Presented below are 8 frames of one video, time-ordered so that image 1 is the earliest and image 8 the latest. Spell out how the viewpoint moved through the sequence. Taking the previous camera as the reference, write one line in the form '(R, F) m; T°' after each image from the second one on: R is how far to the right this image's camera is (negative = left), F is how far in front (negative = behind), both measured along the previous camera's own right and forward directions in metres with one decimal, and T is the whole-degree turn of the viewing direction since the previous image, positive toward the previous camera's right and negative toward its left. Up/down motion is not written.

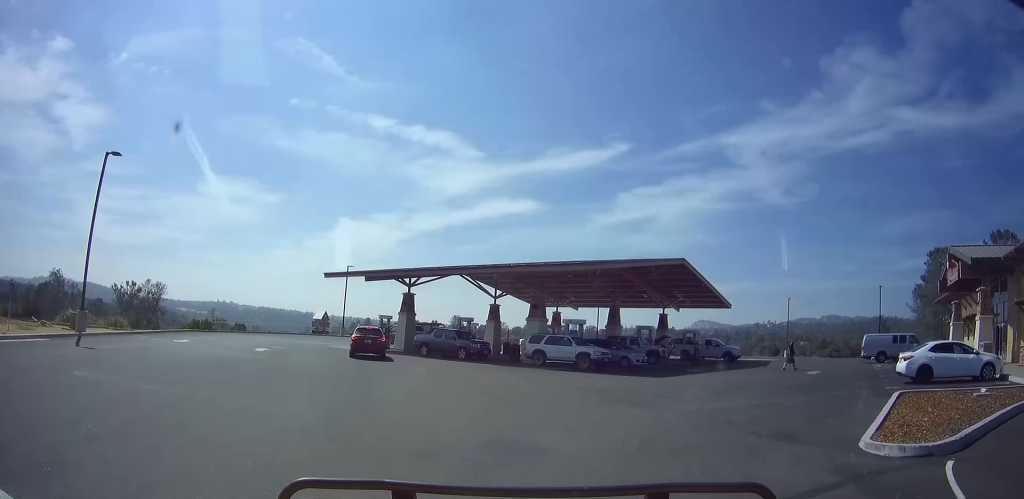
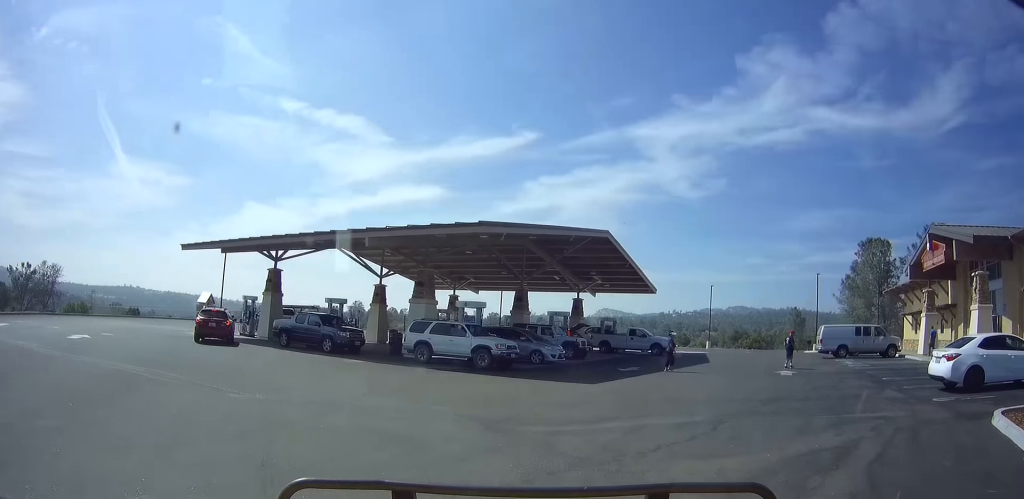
(+0.7, +7.0) m; +9°
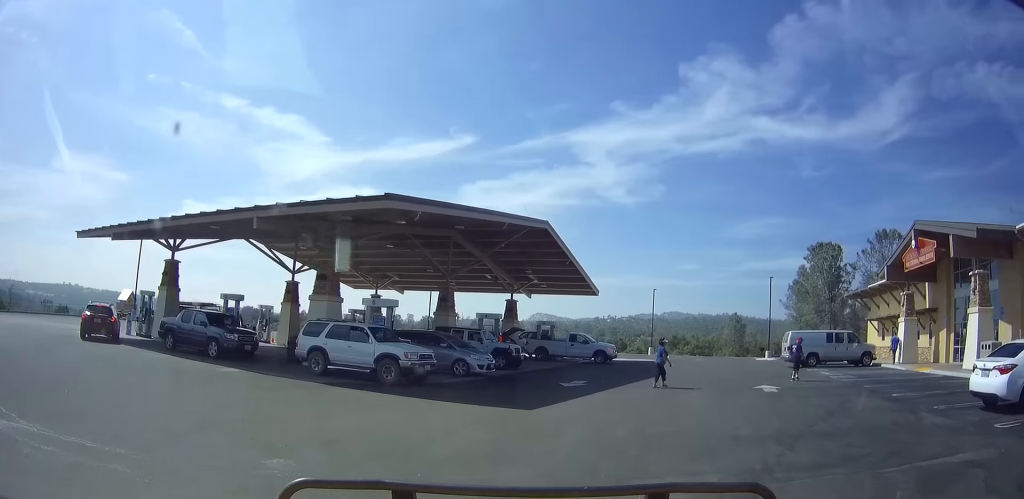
(+0.2, +4.3) m; +12°
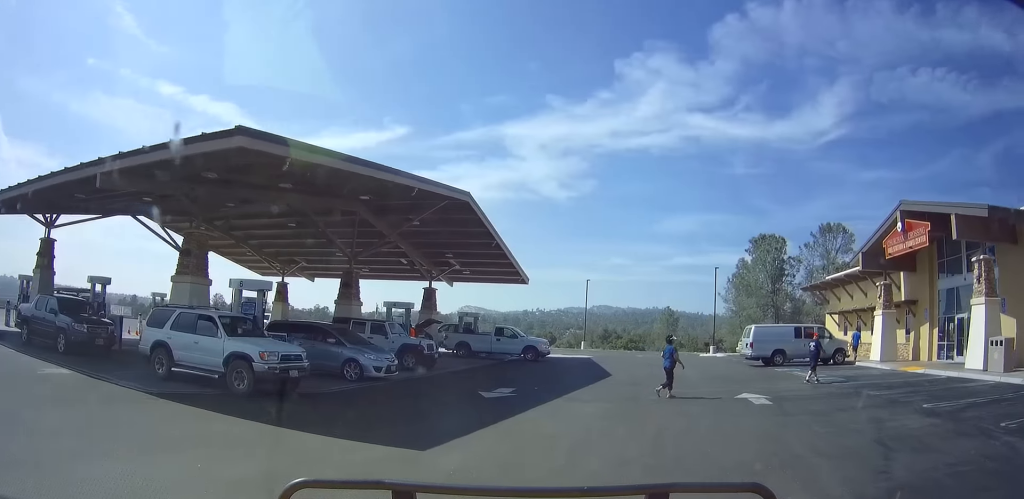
(+0.8, +4.3) m; +9°
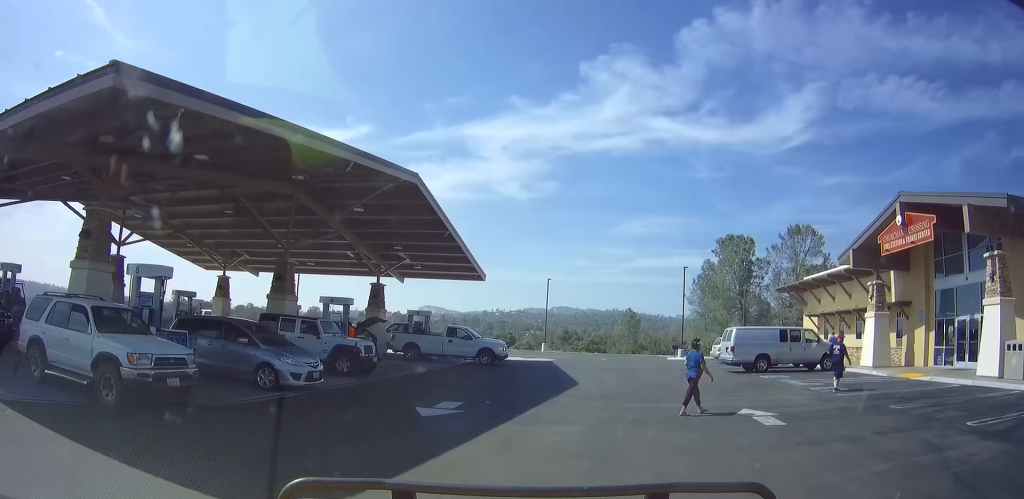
(-0.3, +2.8) m; +1°
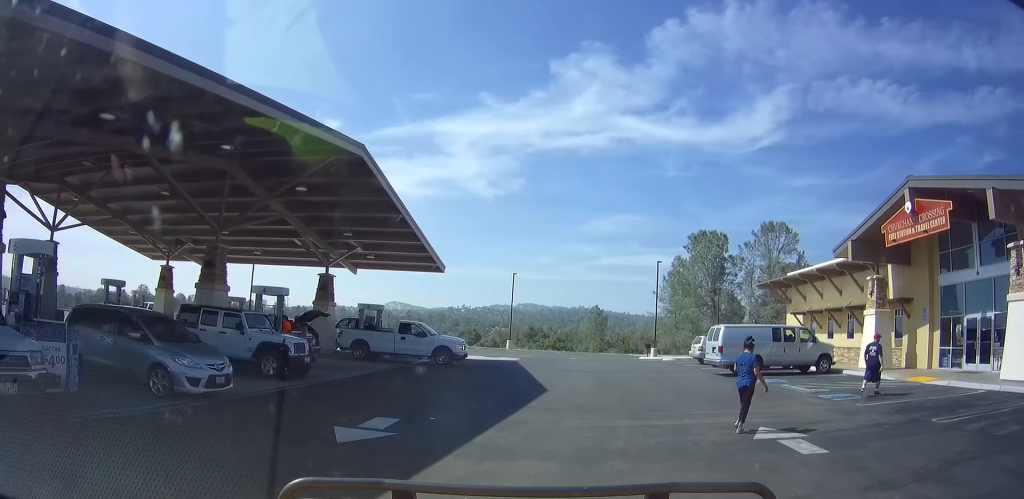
(+0.4, +2.7) m; +9°
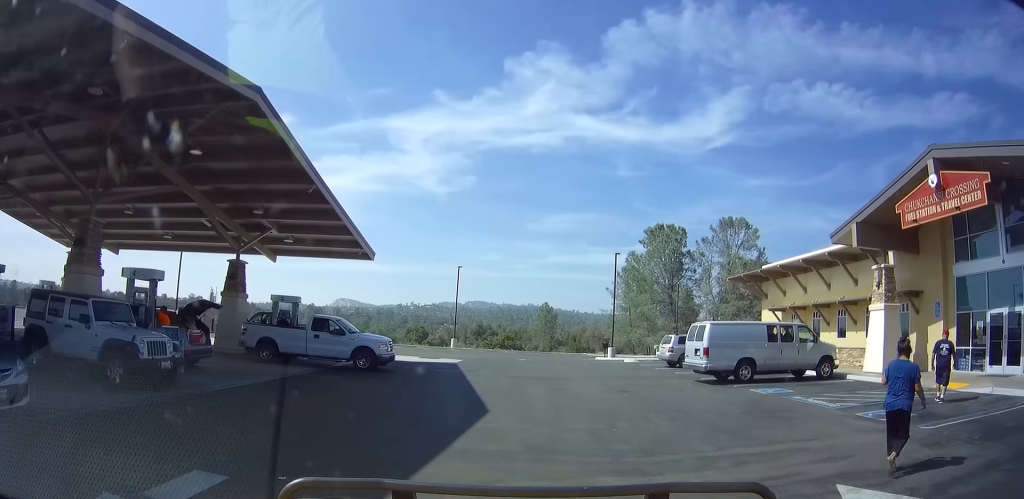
(+0.2, +4.2) m; +2°
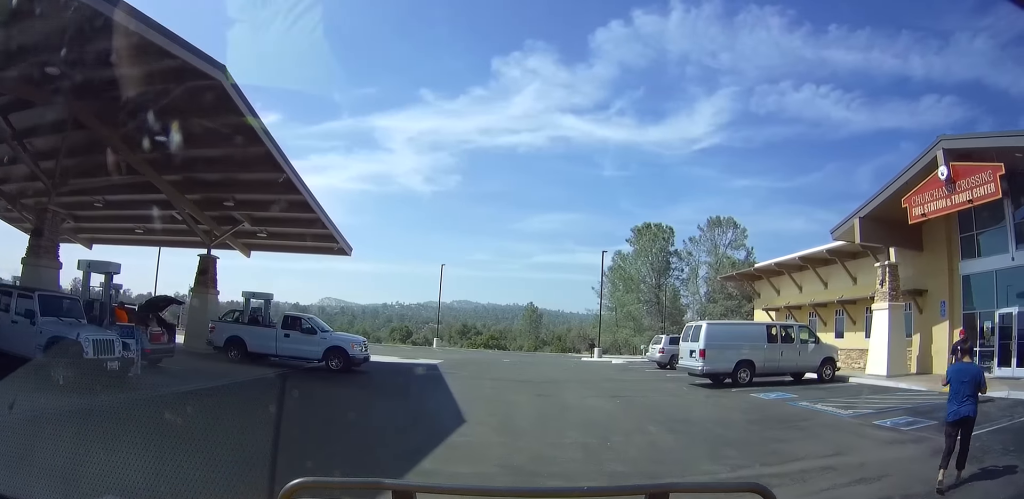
(0.0, +1.3) m; -1°
